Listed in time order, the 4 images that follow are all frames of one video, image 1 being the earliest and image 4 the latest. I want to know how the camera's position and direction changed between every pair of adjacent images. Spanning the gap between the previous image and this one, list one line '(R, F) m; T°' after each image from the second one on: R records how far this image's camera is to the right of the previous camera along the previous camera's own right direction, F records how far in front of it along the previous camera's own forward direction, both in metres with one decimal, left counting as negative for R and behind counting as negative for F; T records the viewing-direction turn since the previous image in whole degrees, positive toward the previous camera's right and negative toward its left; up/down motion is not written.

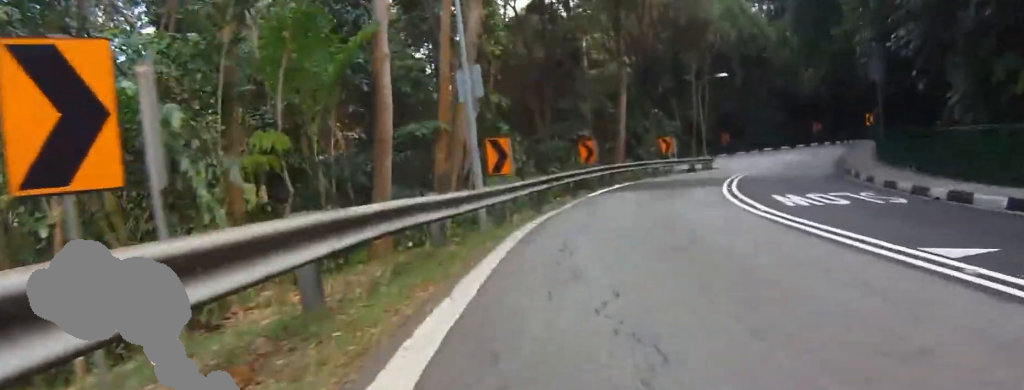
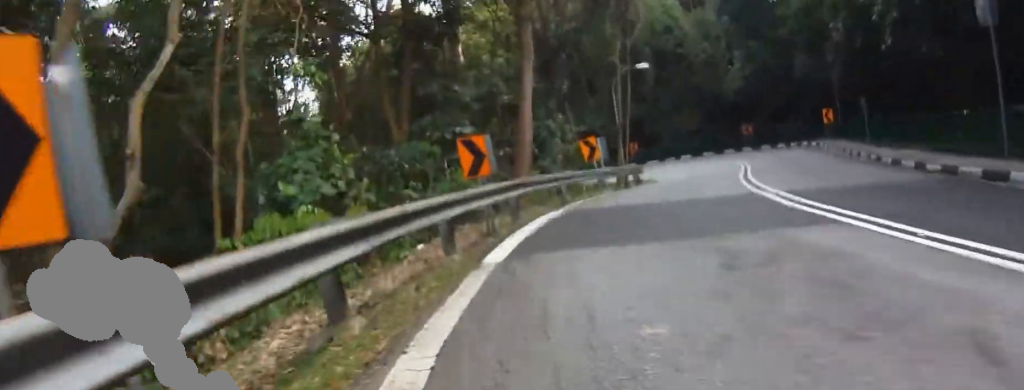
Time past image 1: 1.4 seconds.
(+2.9, +10.4) m; +18°
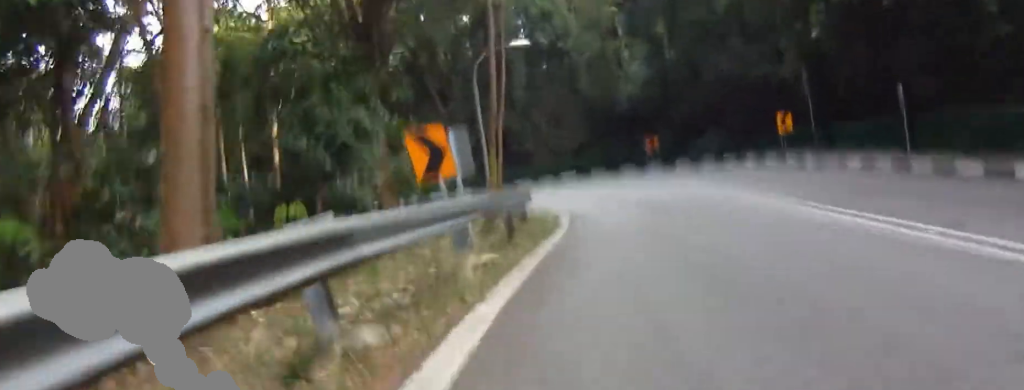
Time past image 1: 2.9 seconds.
(+0.3, +12.4) m; +12°
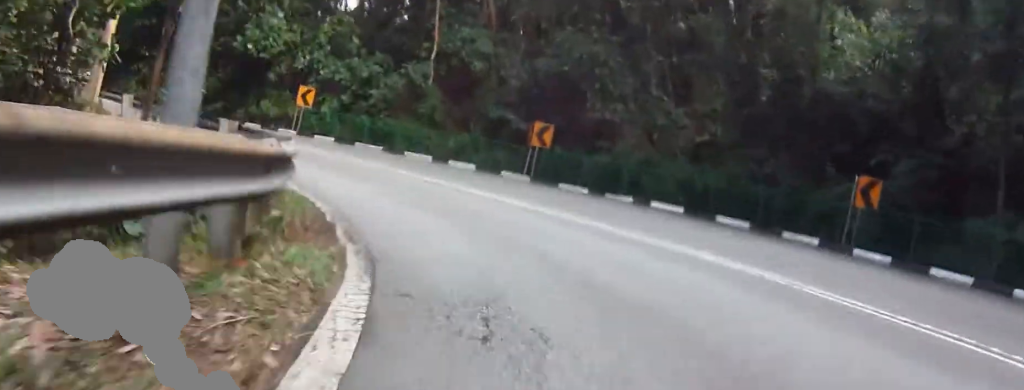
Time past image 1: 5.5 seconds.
(+2.4, +21.2) m; +5°
